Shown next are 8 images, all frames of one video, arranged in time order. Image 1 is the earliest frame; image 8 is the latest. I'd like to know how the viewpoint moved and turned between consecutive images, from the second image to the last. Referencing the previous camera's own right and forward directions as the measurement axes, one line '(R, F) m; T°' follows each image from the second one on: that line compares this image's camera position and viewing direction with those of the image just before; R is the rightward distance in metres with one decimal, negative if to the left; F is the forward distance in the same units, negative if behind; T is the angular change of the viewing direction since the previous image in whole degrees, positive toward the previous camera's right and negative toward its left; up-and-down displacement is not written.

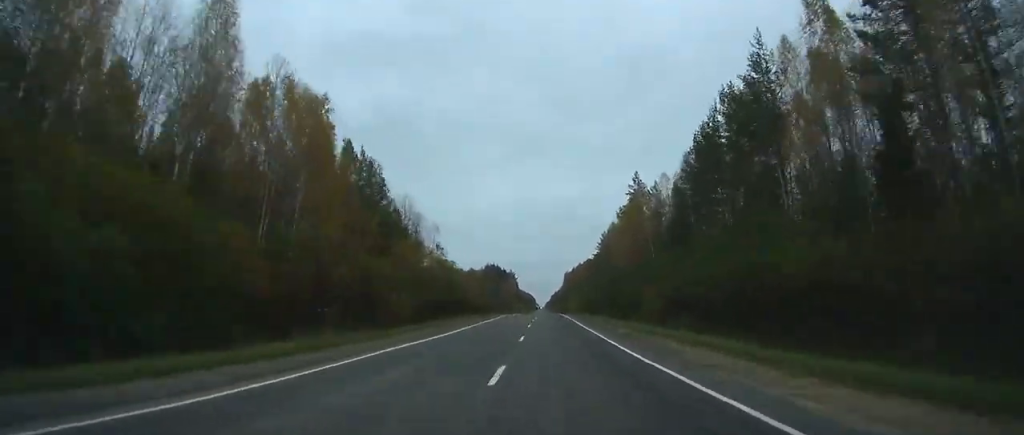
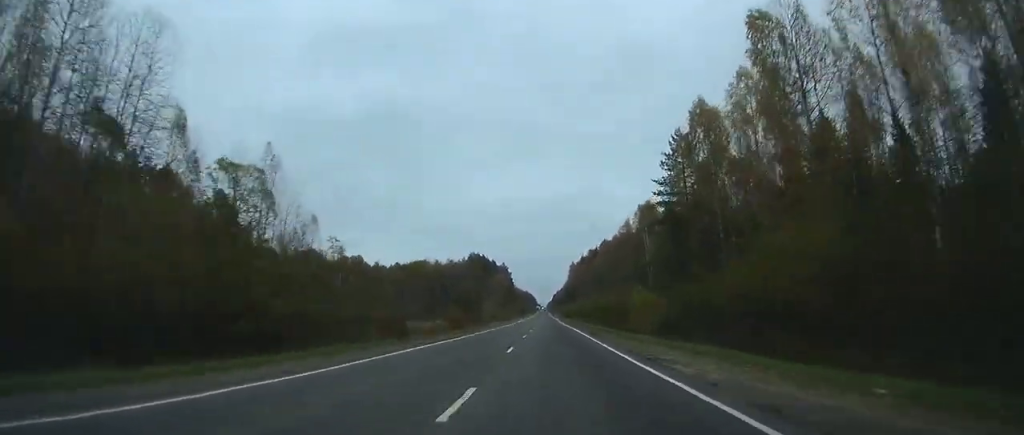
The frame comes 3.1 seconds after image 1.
(-0.1, +85.7) m; 0°
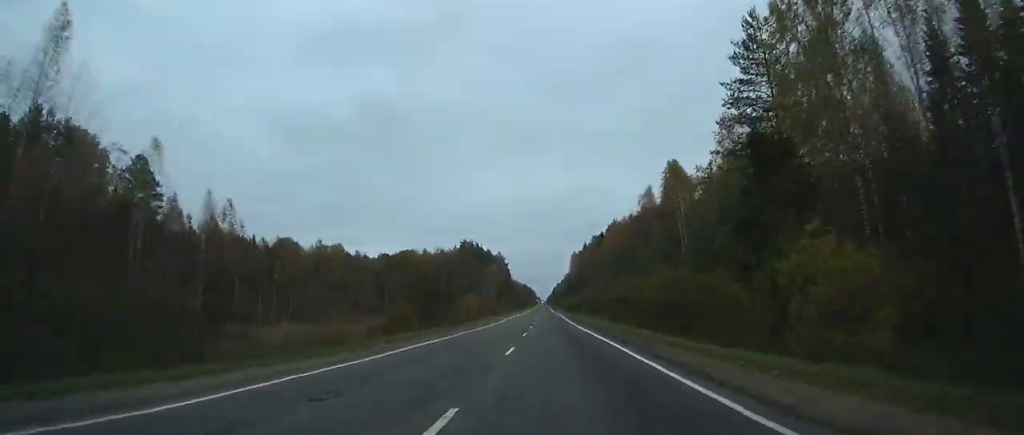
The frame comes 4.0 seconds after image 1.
(-0.1, +25.2) m; 0°
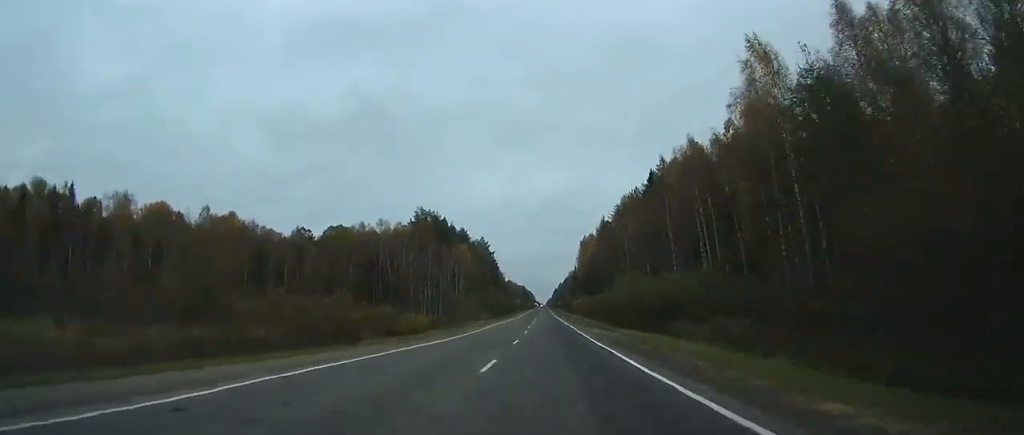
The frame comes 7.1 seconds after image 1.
(+0.3, +86.6) m; 0°
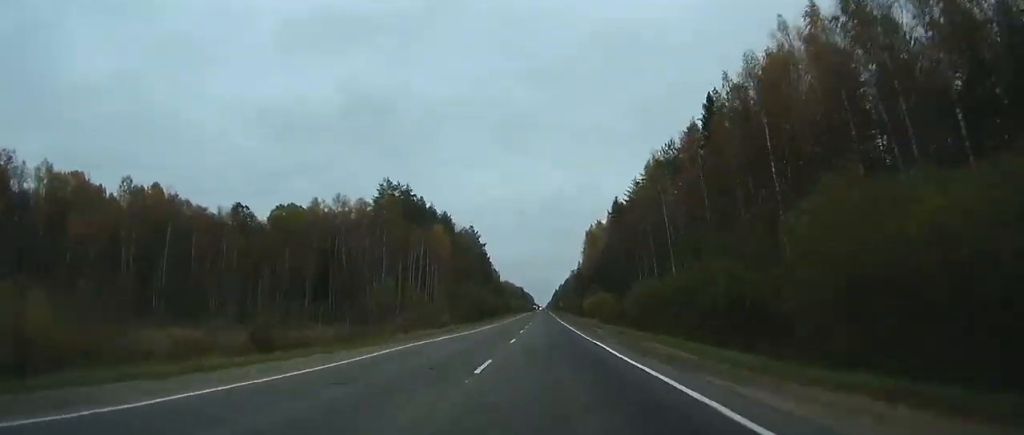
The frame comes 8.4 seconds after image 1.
(0.0, +37.2) m; 0°
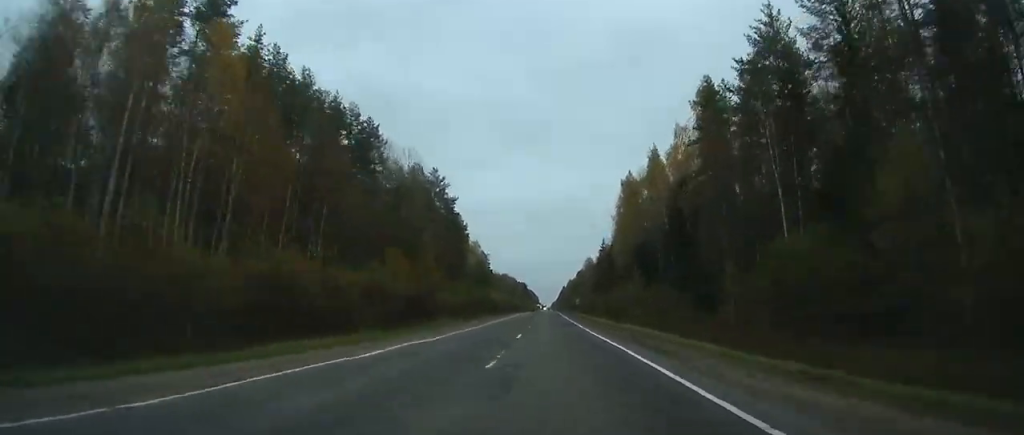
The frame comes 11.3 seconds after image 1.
(-0.5, +84.8) m; 0°
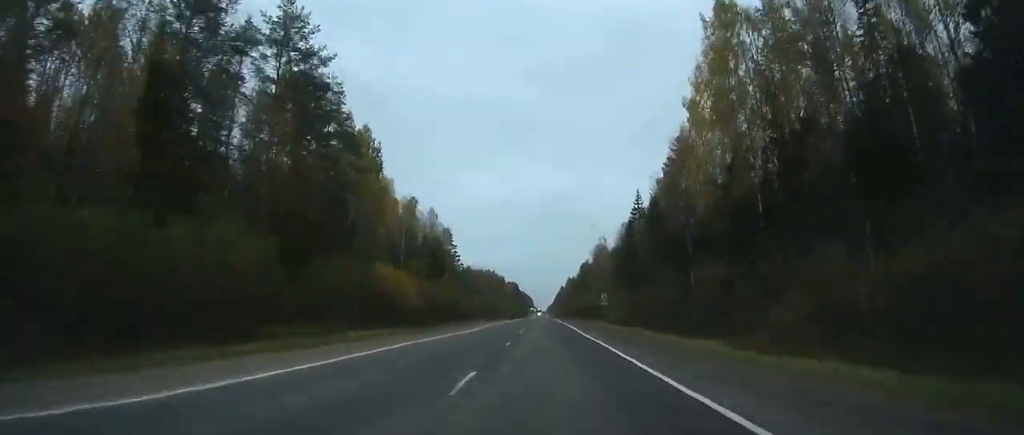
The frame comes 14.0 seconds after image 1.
(-0.1, +73.4) m; 0°
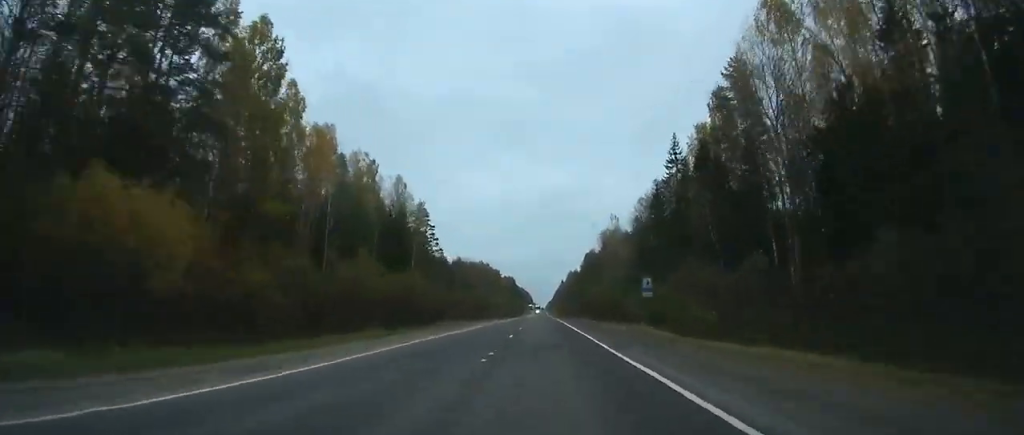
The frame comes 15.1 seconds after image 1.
(+0.1, +28.9) m; 0°
